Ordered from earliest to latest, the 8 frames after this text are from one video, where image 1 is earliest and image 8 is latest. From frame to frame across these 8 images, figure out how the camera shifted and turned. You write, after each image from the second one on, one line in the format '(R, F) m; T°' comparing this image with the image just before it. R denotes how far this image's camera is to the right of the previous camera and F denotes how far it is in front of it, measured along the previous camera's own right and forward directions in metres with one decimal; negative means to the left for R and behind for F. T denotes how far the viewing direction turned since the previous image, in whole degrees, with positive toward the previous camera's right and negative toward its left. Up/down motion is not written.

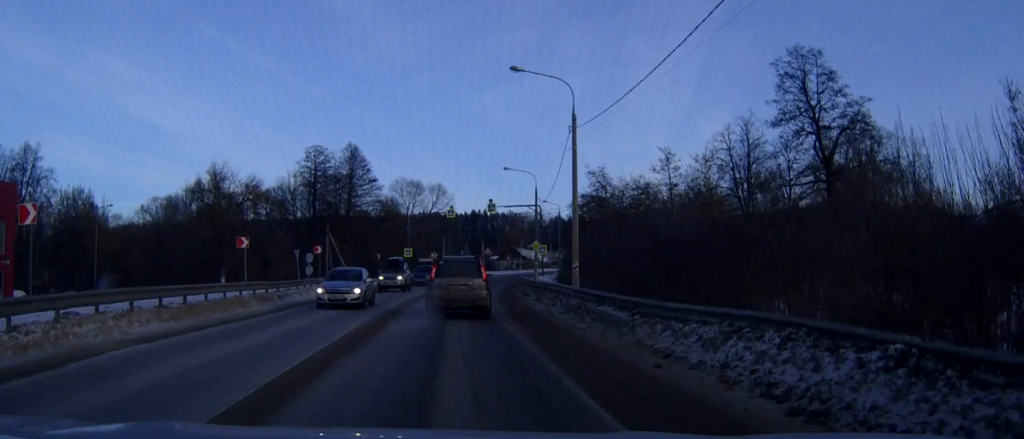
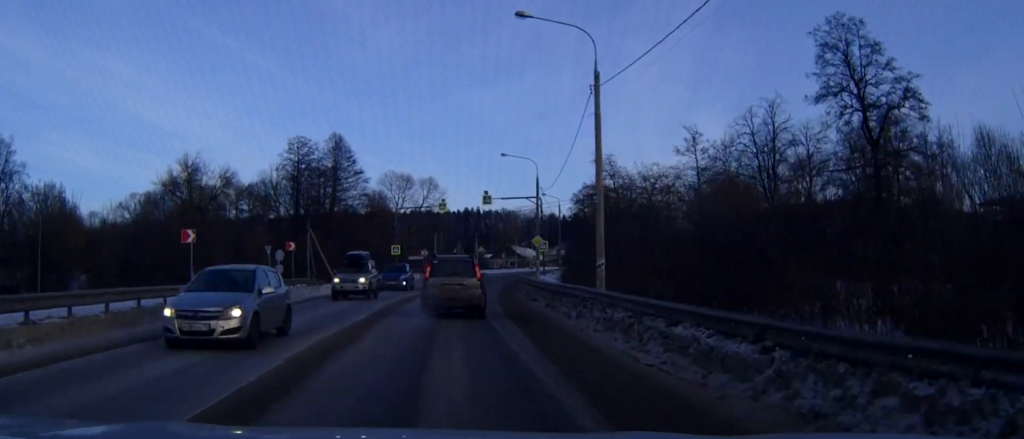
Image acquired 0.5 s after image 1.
(0.0, +6.9) m; 0°
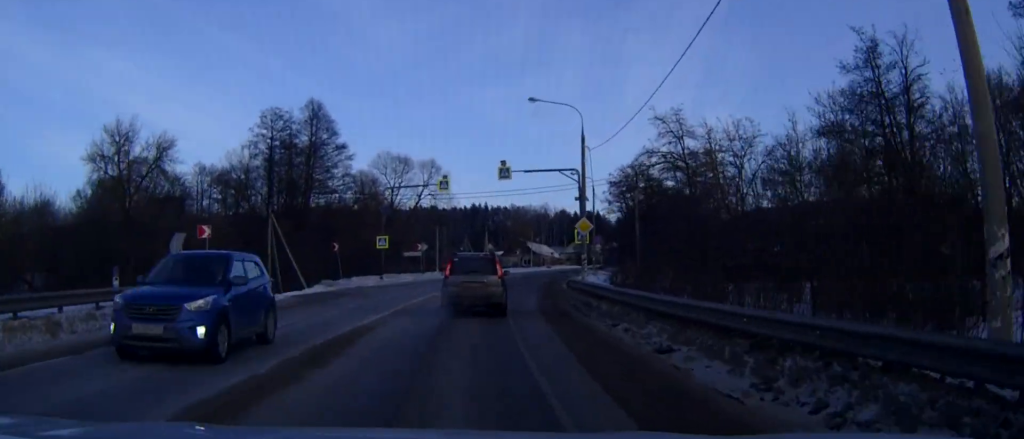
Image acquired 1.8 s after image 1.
(+0.1, +18.4) m; 0°
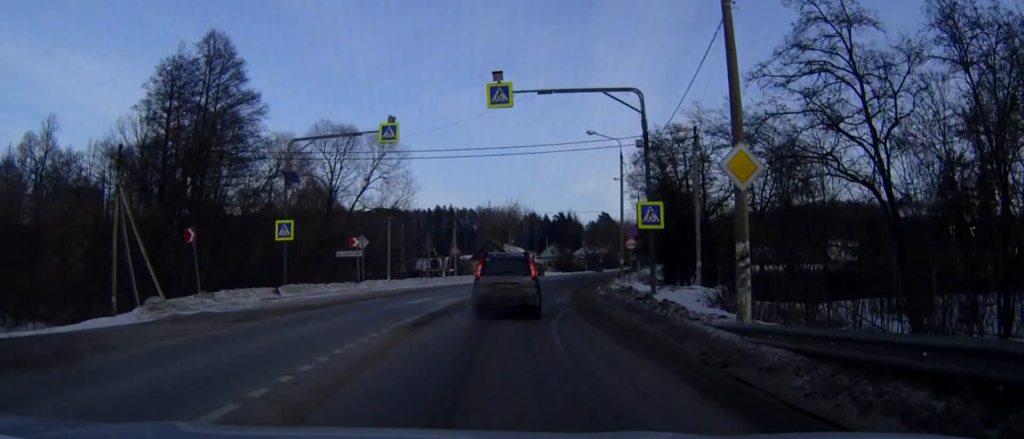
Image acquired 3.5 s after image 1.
(+0.4, +23.9) m; +4°
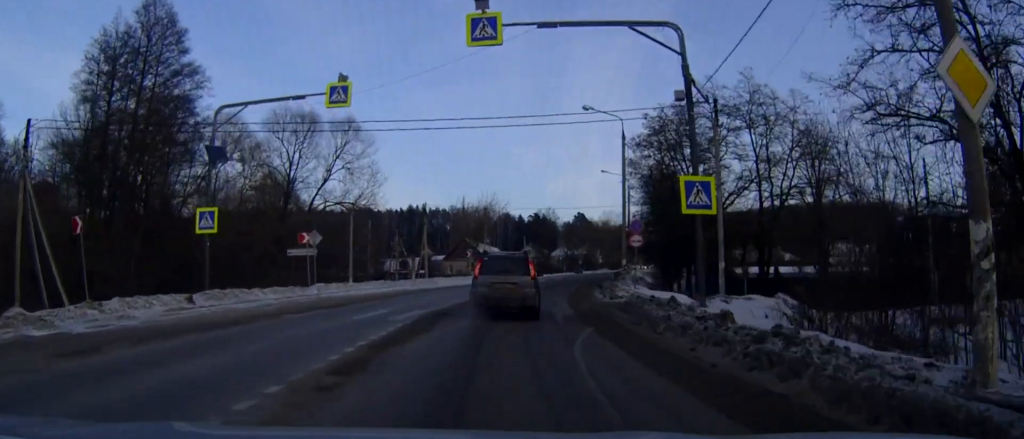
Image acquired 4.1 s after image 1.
(+0.1, +7.6) m; +2°
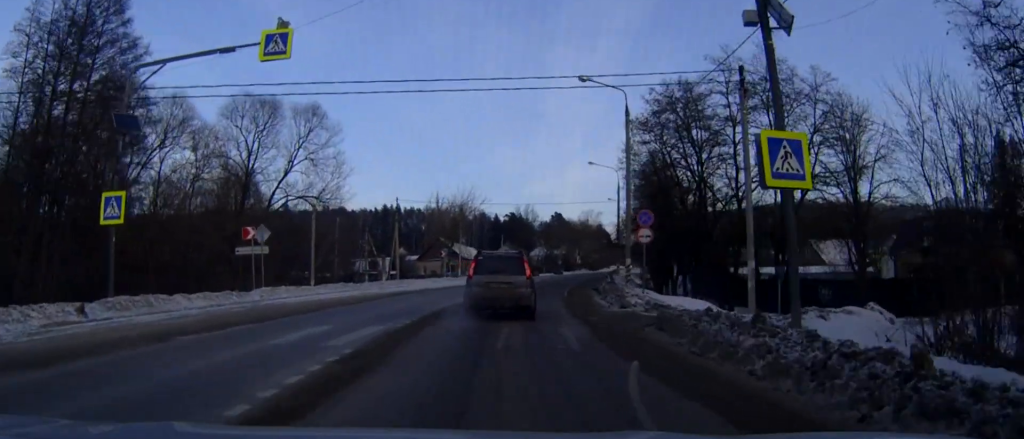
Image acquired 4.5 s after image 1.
(+0.1, +6.2) m; +2°
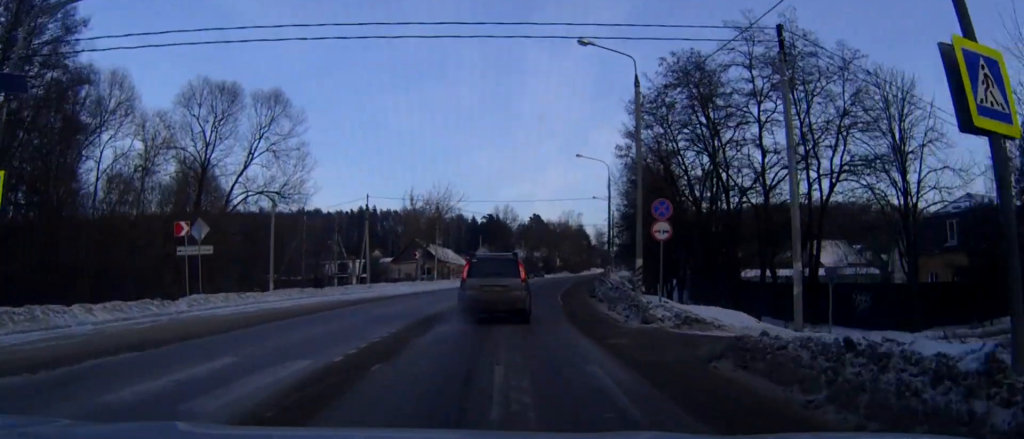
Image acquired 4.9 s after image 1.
(+0.1, +5.8) m; +2°
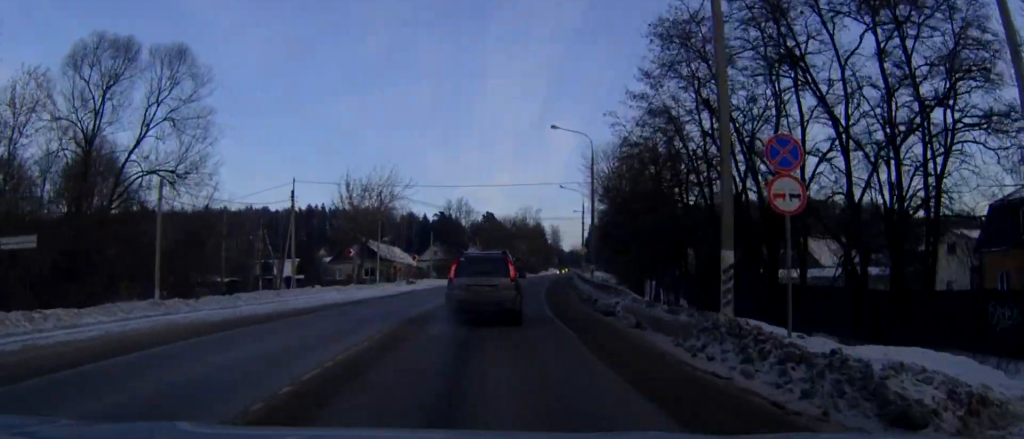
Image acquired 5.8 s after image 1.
(+0.4, +12.5) m; +3°
